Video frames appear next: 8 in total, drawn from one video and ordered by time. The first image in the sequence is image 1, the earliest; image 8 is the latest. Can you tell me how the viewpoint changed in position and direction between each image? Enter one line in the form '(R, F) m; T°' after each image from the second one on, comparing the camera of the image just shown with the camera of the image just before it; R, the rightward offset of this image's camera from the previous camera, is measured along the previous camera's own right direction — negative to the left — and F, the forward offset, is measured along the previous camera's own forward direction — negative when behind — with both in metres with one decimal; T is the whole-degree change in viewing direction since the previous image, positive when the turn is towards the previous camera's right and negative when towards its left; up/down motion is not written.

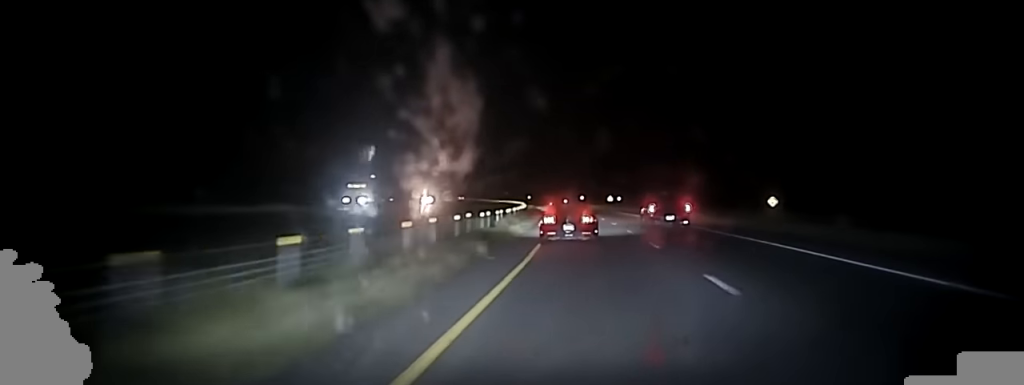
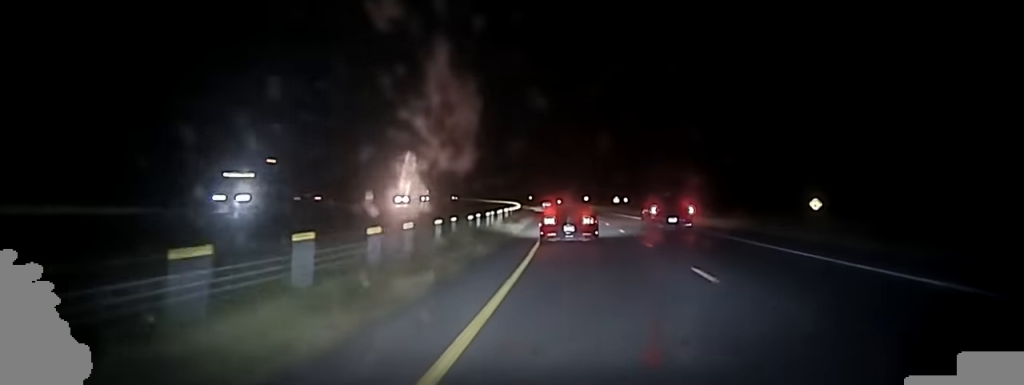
(0.0, +24.1) m; 0°
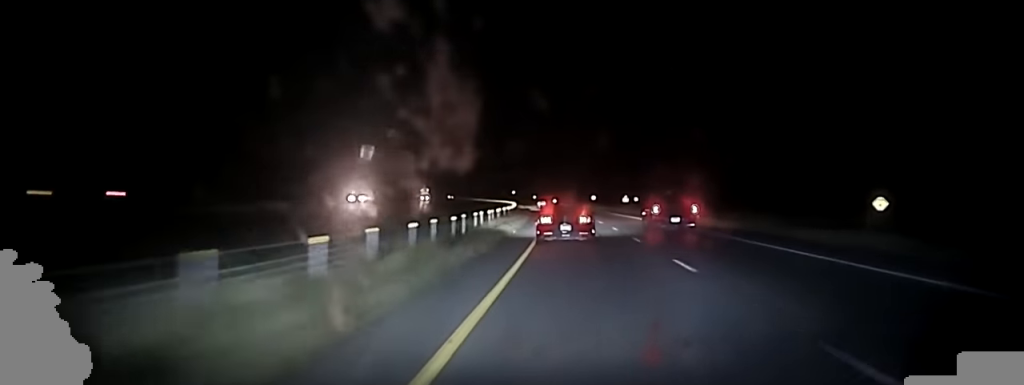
(0.0, +19.8) m; -1°
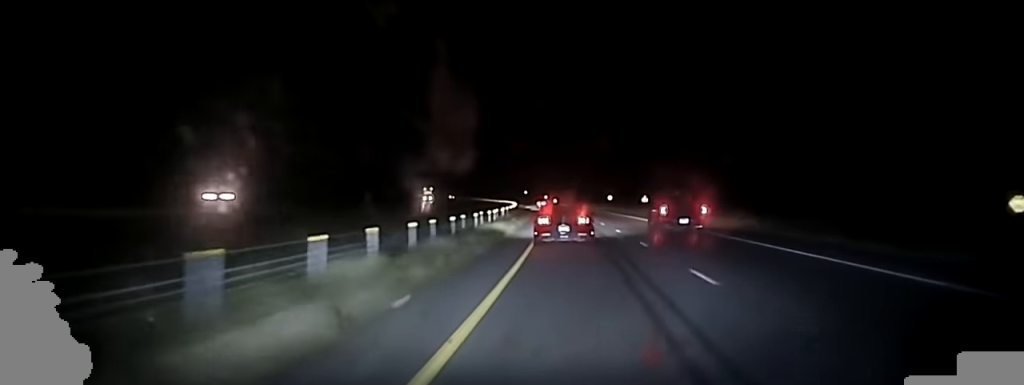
(-0.2, +25.4) m; -1°
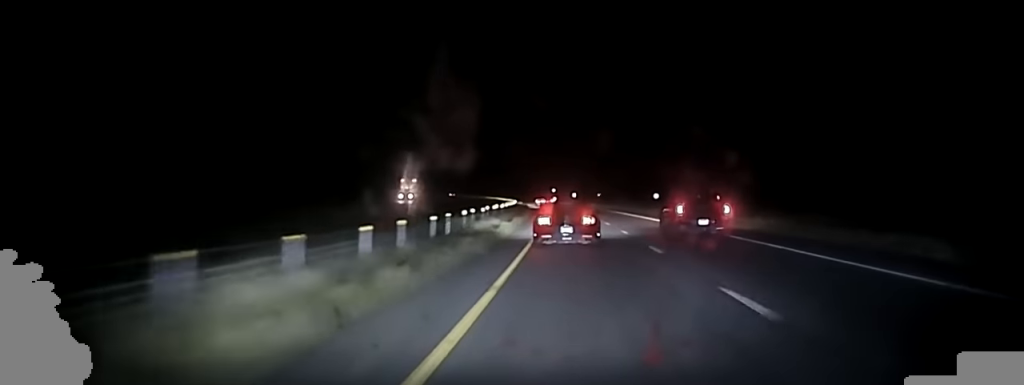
(-1.2, +61.6) m; -2°
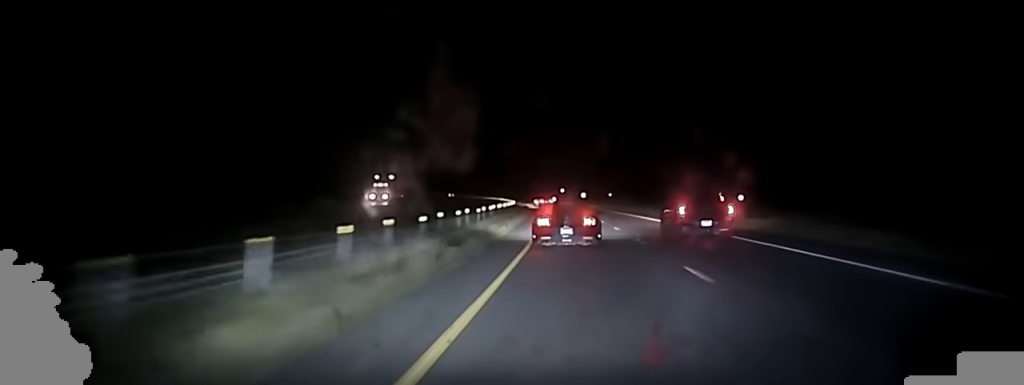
(0.0, +19.7) m; 0°
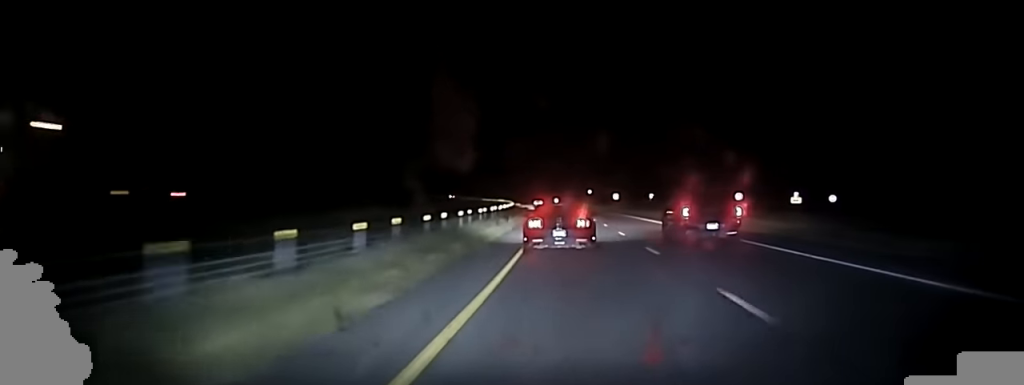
(-1.1, +52.1) m; -3°
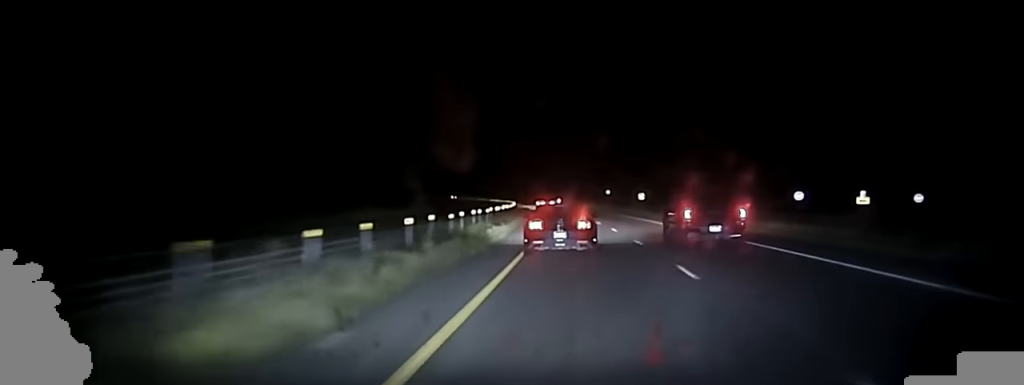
(-0.5, +31.3) m; -1°
